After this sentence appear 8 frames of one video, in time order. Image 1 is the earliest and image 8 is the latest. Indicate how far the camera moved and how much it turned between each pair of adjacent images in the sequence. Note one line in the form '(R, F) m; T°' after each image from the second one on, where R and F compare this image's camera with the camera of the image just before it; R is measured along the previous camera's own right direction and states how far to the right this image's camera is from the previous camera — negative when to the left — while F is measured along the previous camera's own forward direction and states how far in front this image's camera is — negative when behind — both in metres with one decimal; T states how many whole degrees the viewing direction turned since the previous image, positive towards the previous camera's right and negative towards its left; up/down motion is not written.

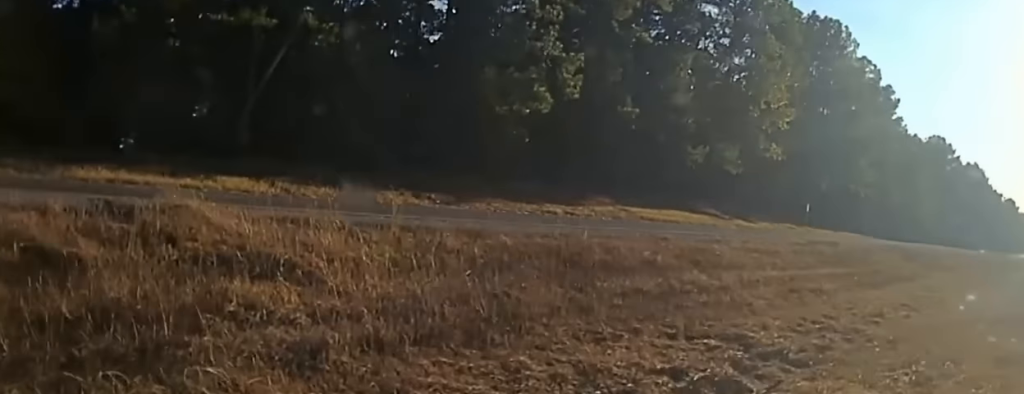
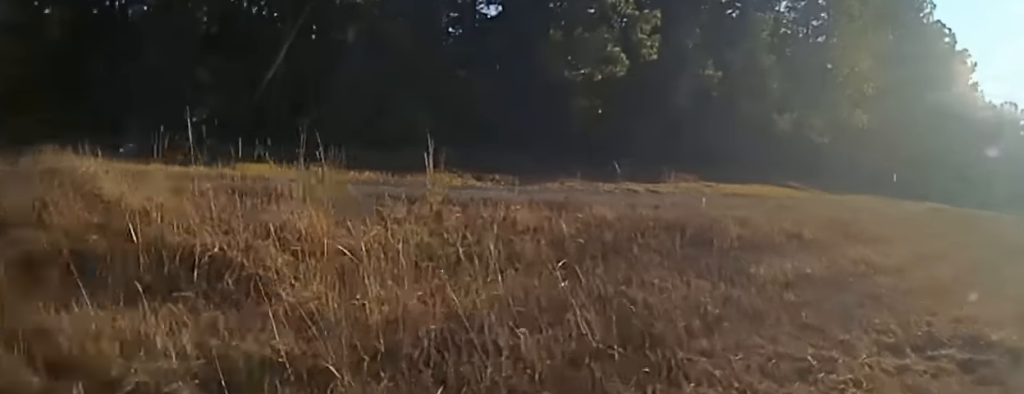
(-0.5, +4.8) m; -6°
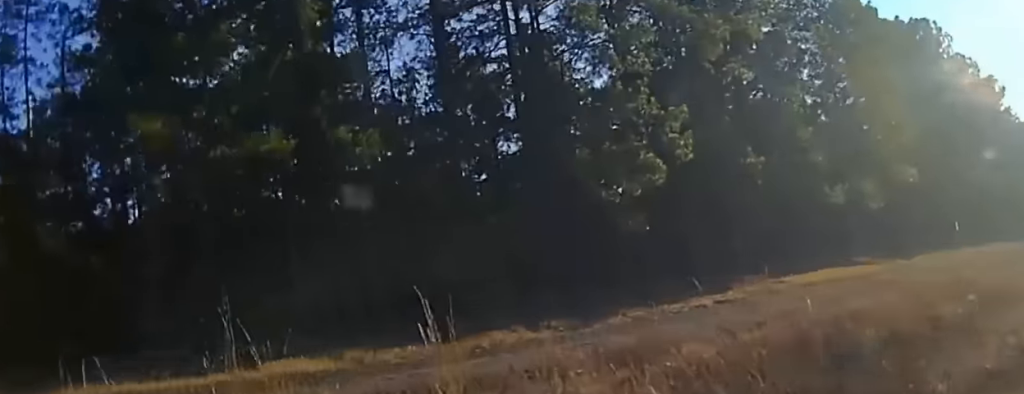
(+0.1, +2.4) m; -5°
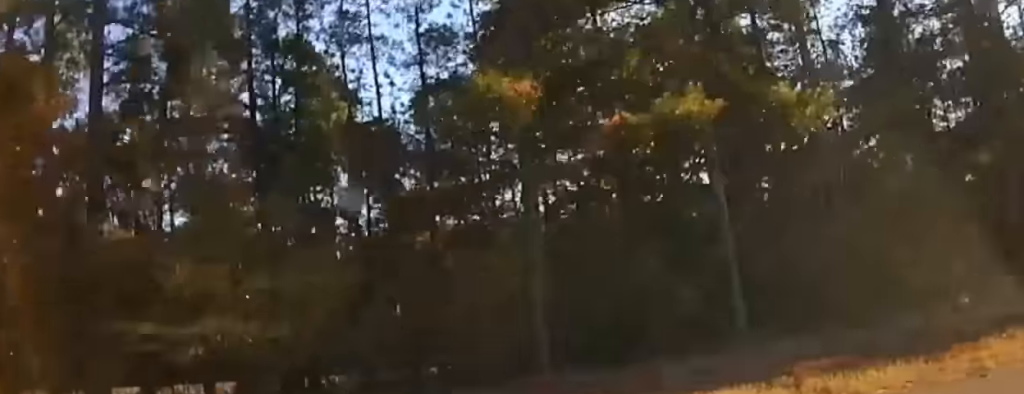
(-1.0, +6.6) m; -29°
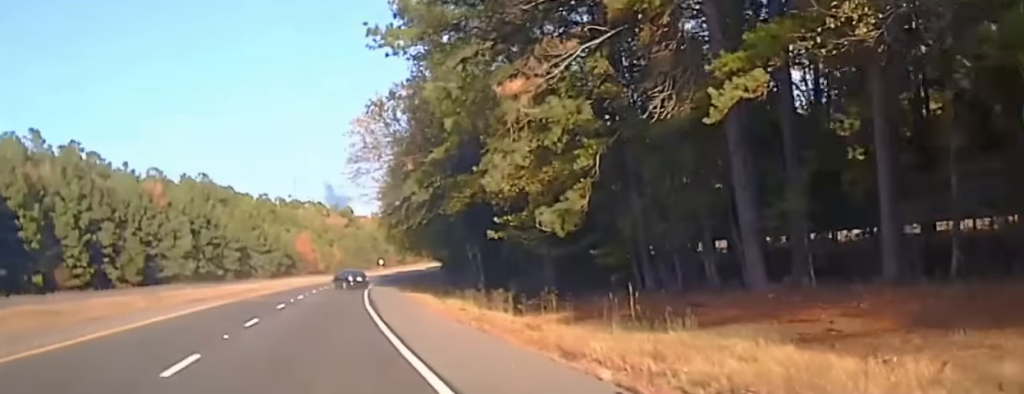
(-7.8, +7.1) m; -87°
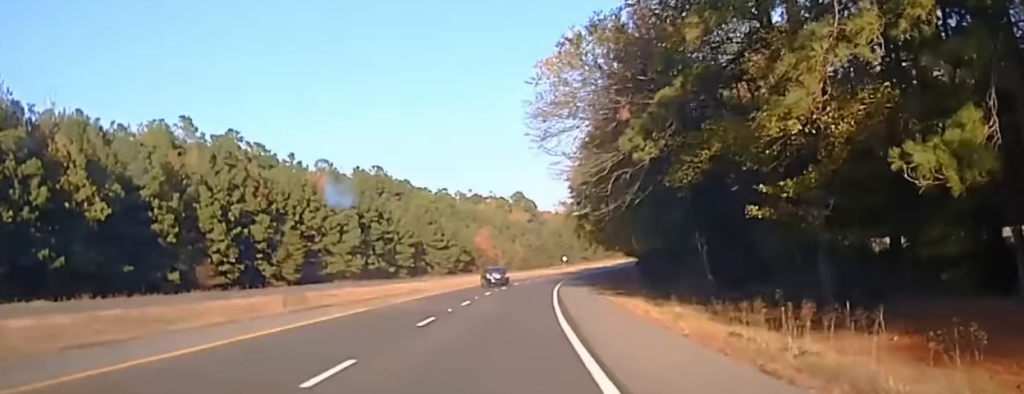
(-3.7, +13.2) m; -19°
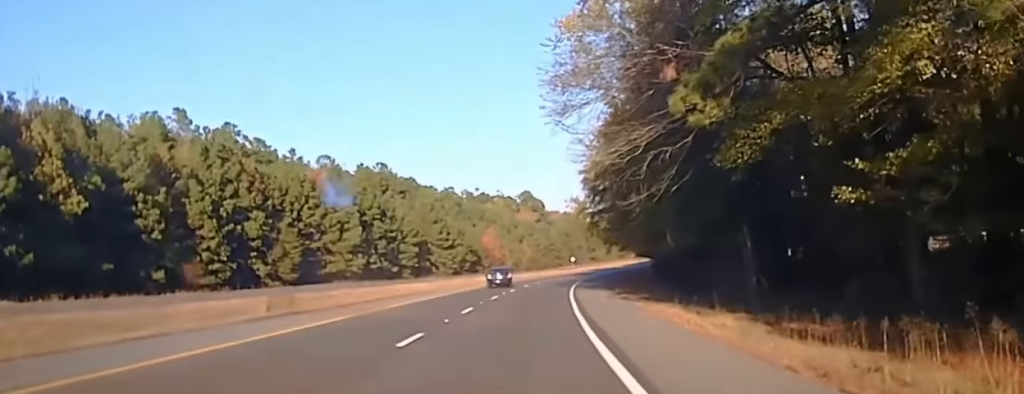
(0.0, +7.4) m; 0°
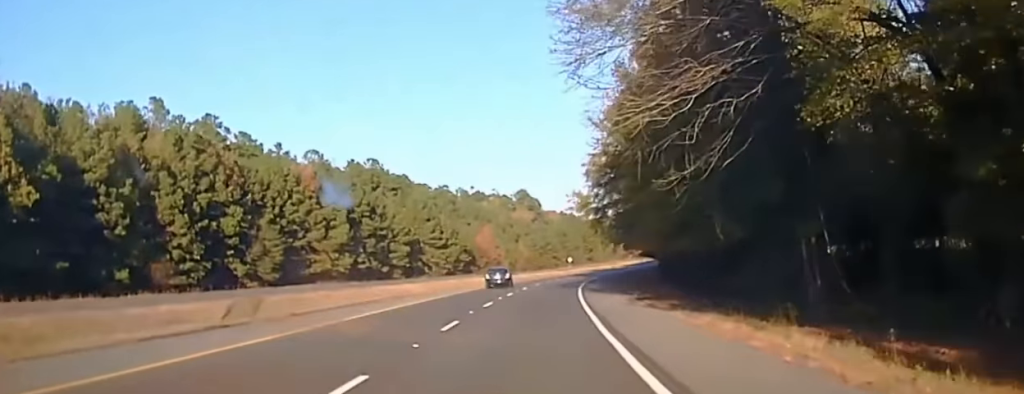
(0.0, +8.4) m; 0°
